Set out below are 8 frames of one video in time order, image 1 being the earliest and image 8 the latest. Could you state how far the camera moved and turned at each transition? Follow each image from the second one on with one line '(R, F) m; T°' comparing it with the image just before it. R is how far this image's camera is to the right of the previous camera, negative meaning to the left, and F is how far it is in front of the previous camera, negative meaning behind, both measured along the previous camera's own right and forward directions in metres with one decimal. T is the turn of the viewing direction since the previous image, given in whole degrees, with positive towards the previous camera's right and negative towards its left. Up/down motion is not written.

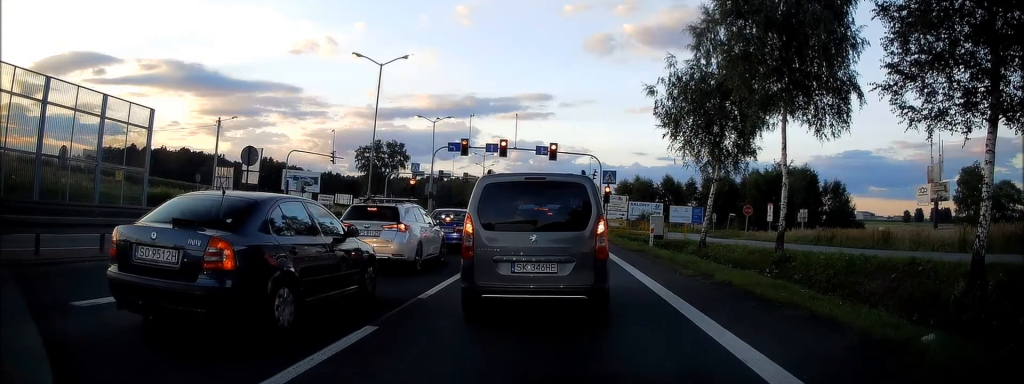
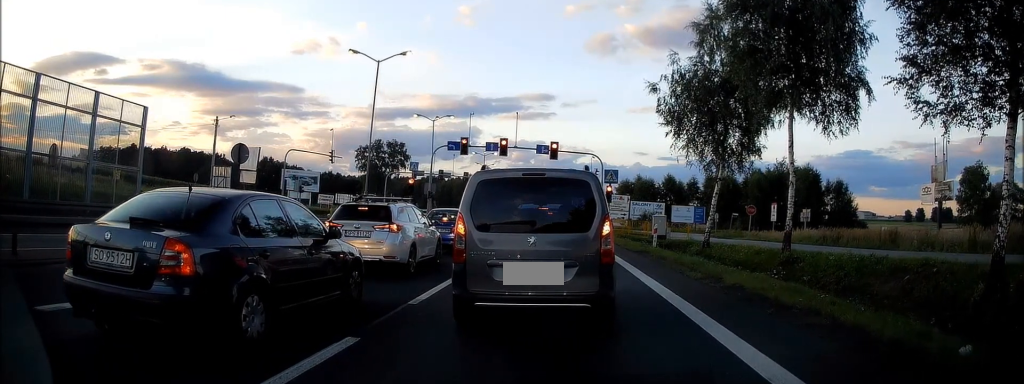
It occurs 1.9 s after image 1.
(0.0, +0.4) m; 0°
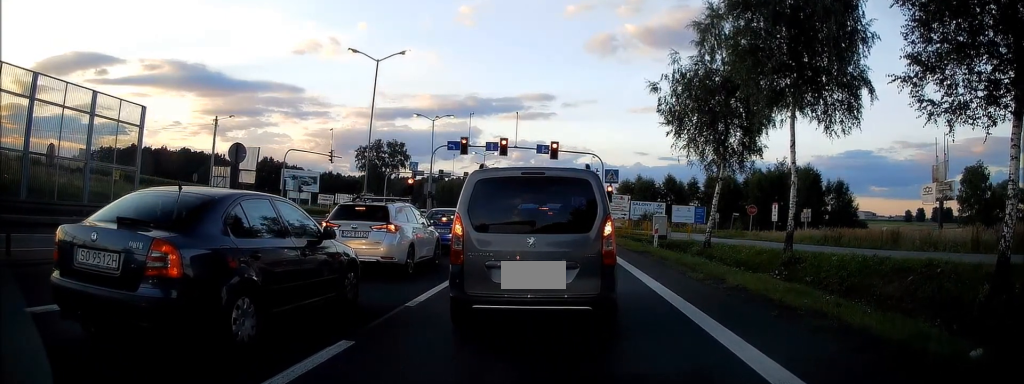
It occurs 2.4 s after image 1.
(0.0, +0.1) m; 0°
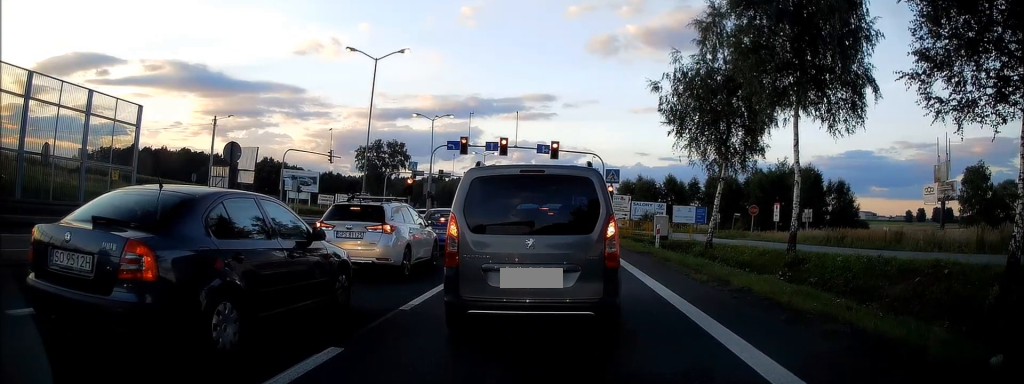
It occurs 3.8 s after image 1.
(0.0, 0.0) m; 0°
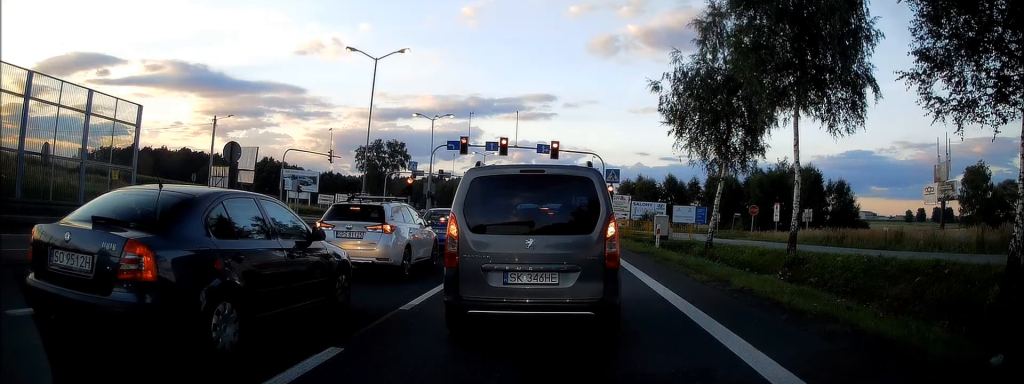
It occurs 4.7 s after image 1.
(0.0, 0.0) m; 0°
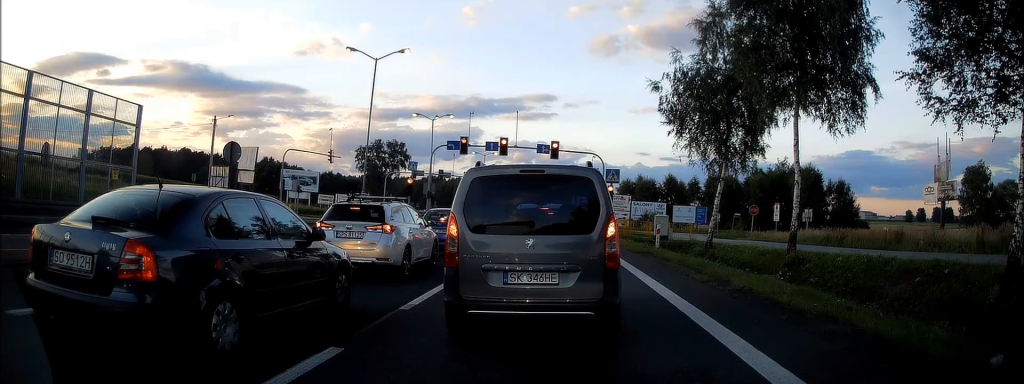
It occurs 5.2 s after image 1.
(0.0, 0.0) m; 0°
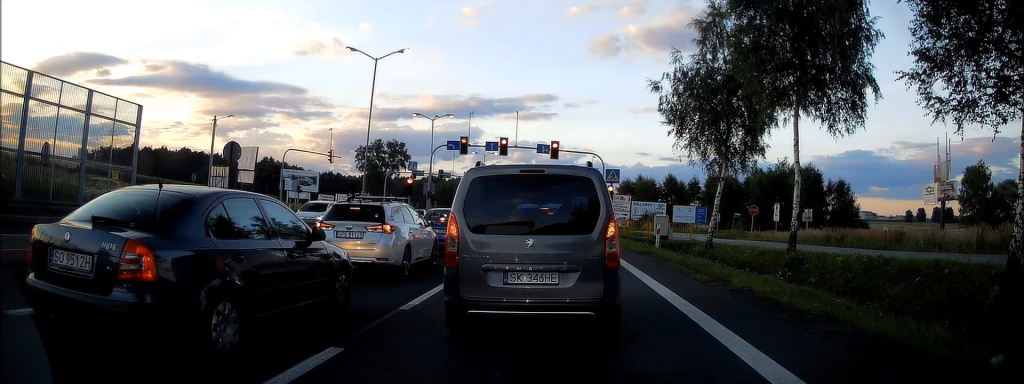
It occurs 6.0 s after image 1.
(0.0, 0.0) m; 0°
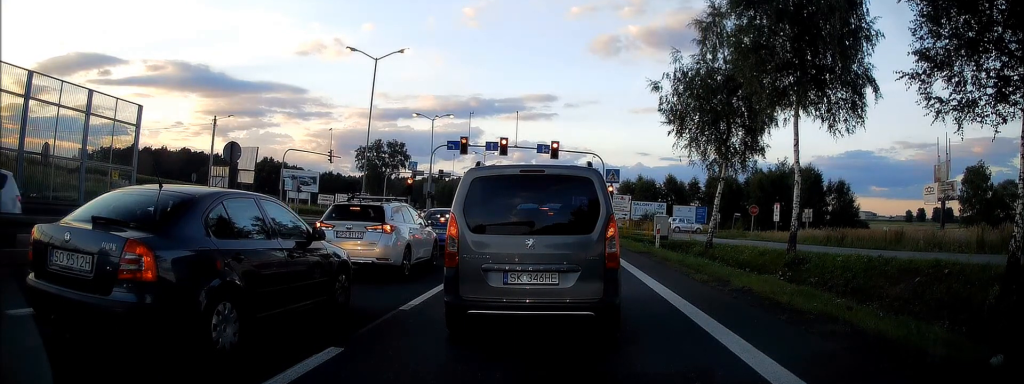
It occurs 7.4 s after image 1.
(0.0, 0.0) m; 0°
